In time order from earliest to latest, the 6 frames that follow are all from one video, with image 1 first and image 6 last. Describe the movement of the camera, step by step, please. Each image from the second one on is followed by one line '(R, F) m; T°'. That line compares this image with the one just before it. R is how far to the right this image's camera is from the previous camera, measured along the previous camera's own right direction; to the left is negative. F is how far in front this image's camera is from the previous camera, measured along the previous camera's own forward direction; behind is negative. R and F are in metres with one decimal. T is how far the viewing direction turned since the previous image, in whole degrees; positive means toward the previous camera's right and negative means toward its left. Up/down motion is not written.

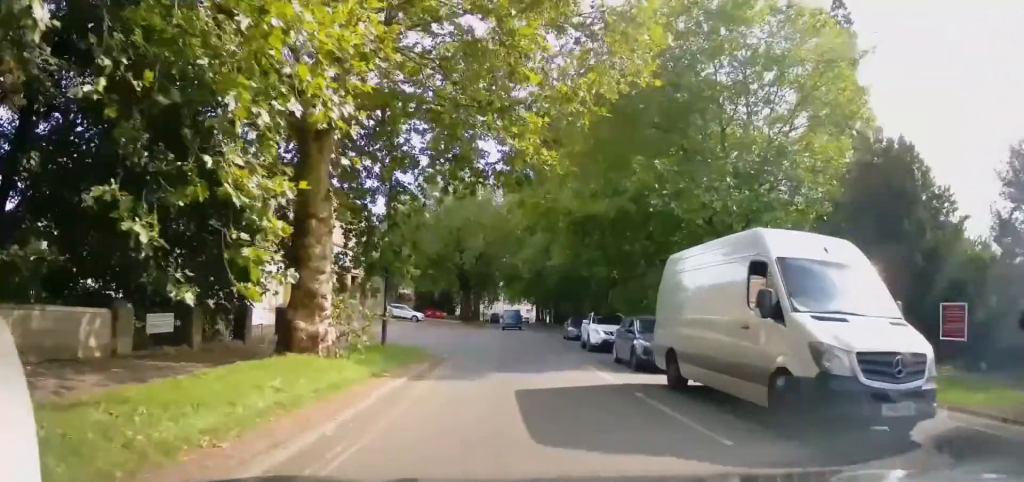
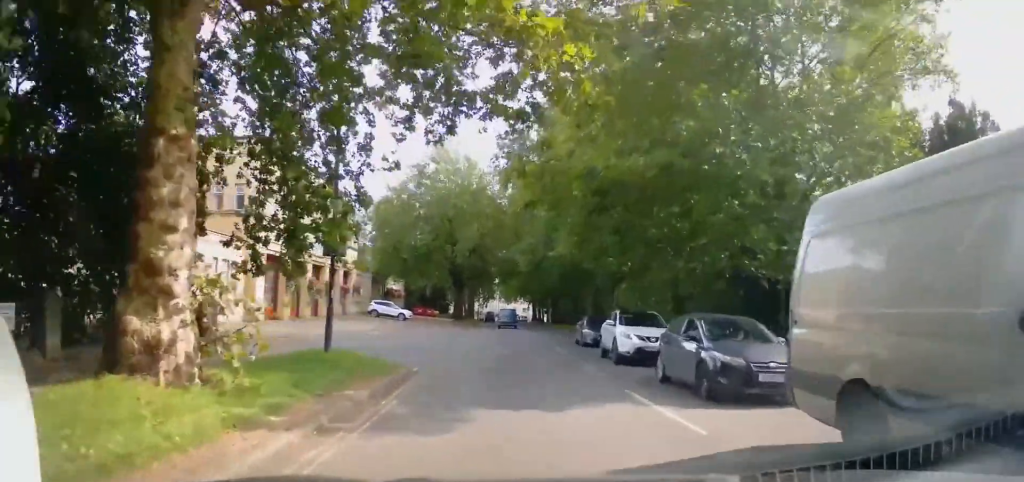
(+0.2, +4.9) m; +1°
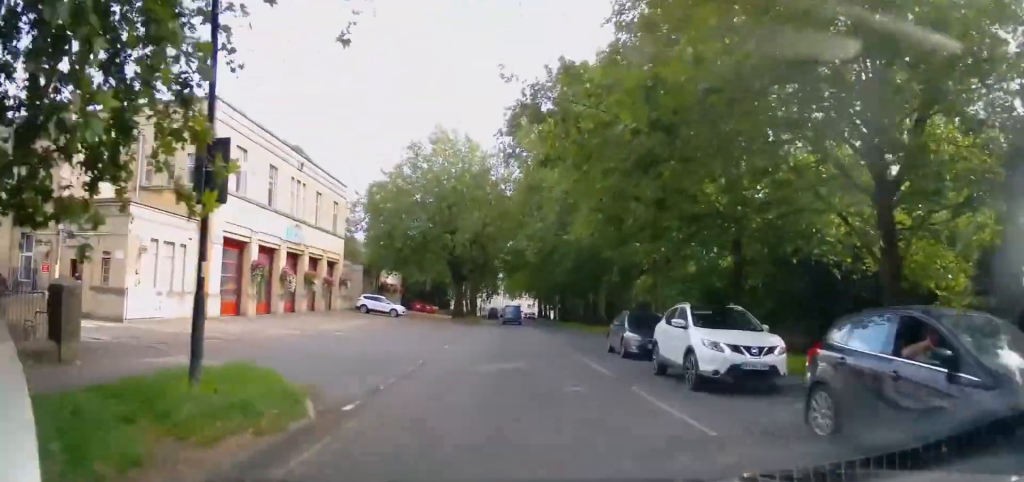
(-0.1, +5.1) m; -1°
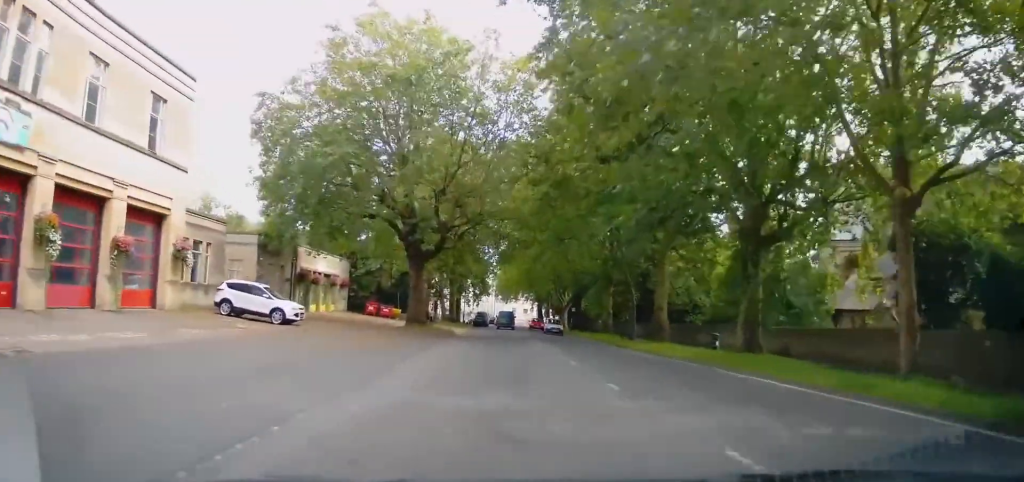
(+1.2, +25.3) m; +3°
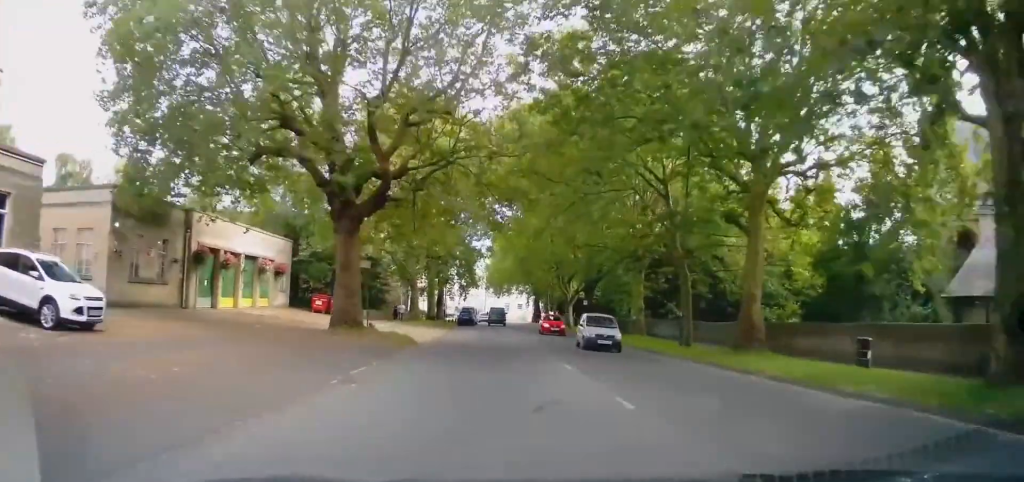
(-0.3, +14.2) m; 0°
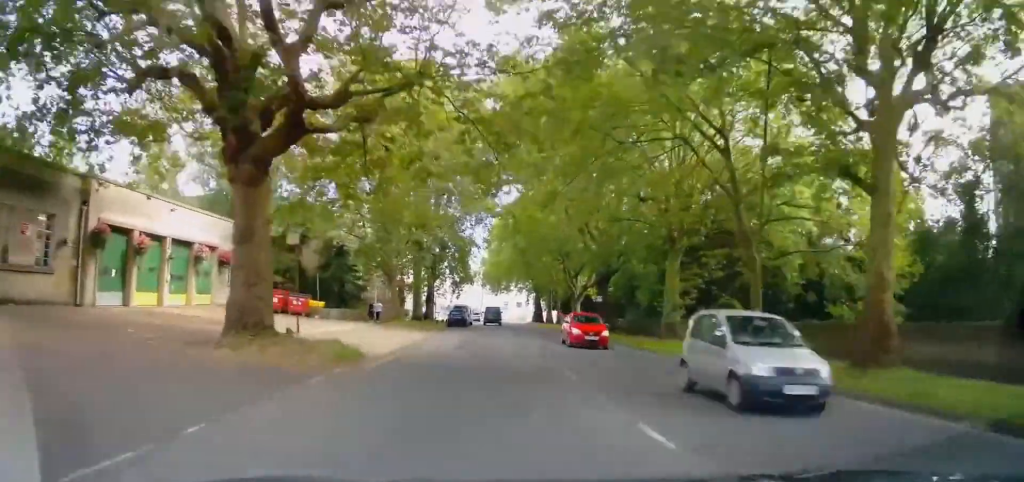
(+0.2, +8.5) m; +1°
